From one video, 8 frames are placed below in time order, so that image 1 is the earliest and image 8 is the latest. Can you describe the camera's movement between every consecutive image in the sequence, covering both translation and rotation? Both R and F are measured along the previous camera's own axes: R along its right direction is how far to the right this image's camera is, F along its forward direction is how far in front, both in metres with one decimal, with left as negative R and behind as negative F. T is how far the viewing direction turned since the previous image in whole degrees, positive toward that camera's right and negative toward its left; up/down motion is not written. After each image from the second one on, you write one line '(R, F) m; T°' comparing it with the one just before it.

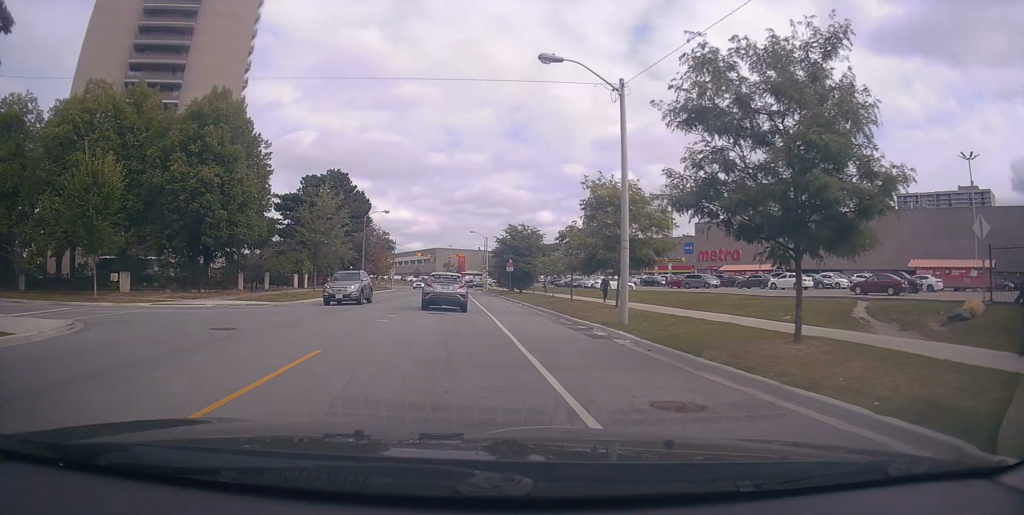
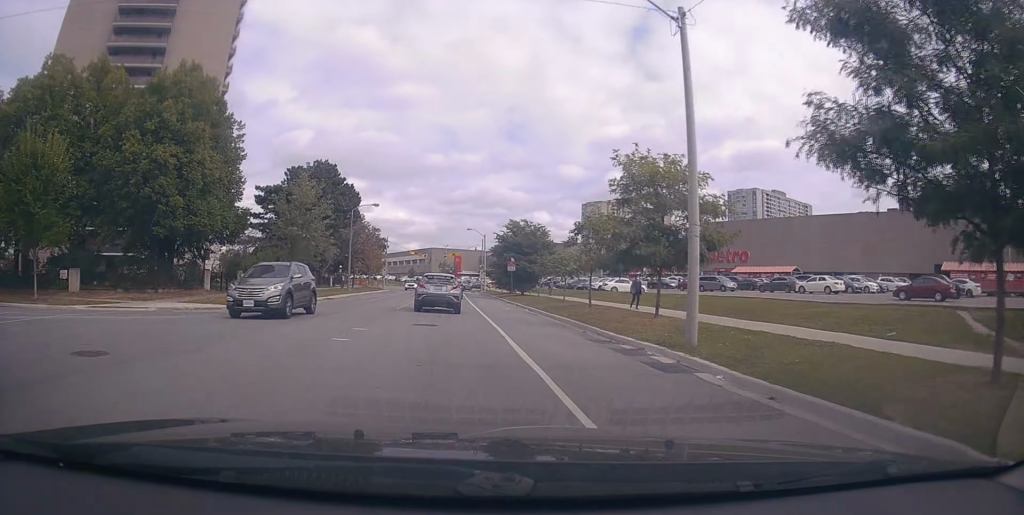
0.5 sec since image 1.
(+0.4, +5.2) m; +1°
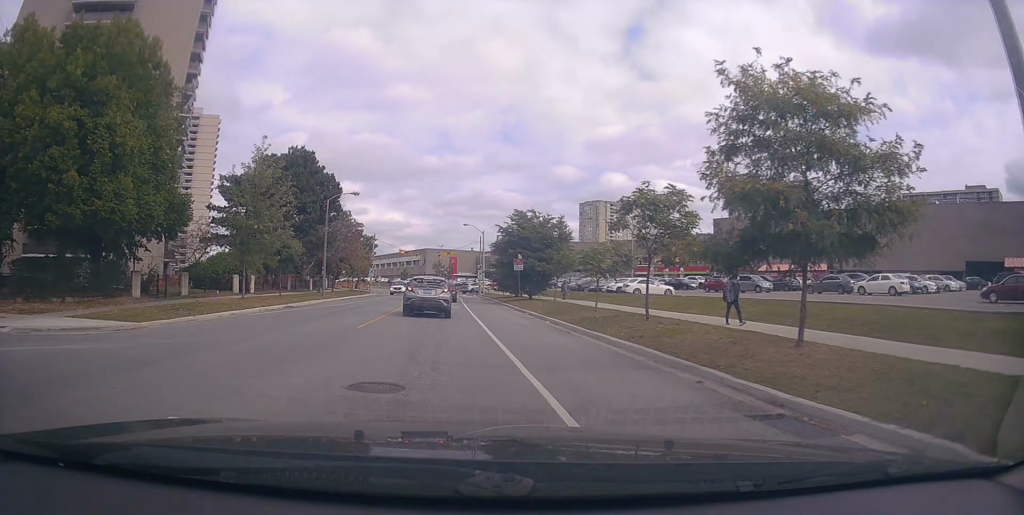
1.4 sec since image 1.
(+0.1, +8.4) m; 0°
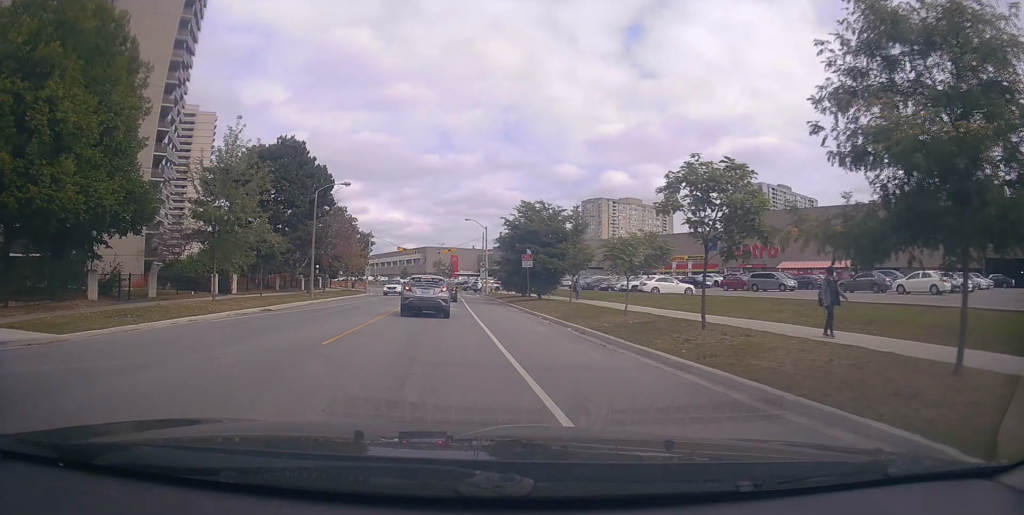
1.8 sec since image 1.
(-0.1, +4.2) m; -1°
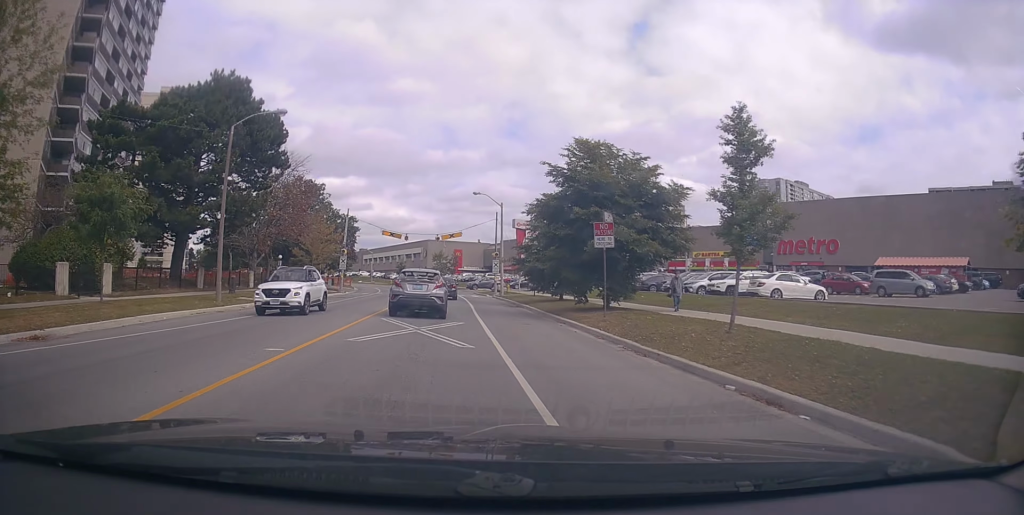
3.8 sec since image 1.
(+0.7, +17.7) m; +3°
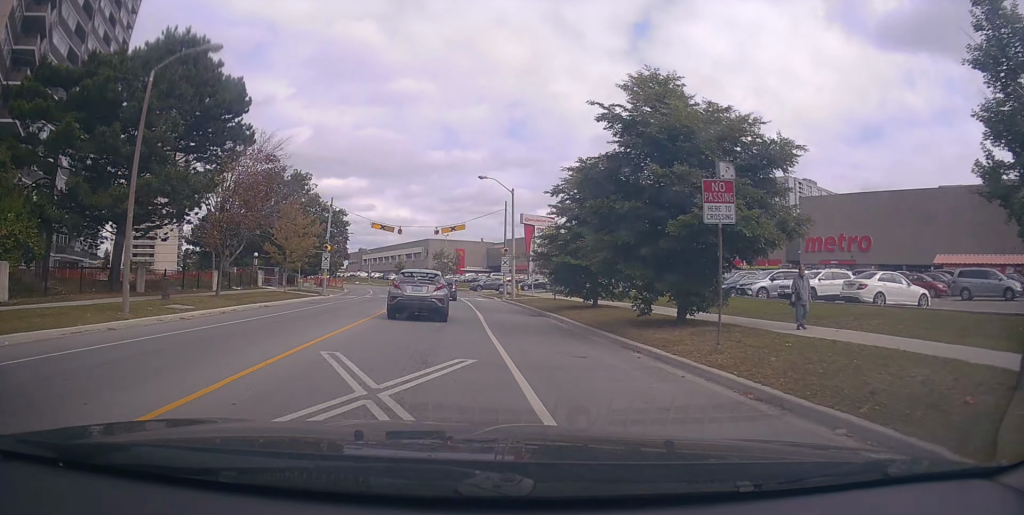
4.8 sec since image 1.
(-0.2, +8.1) m; -2°
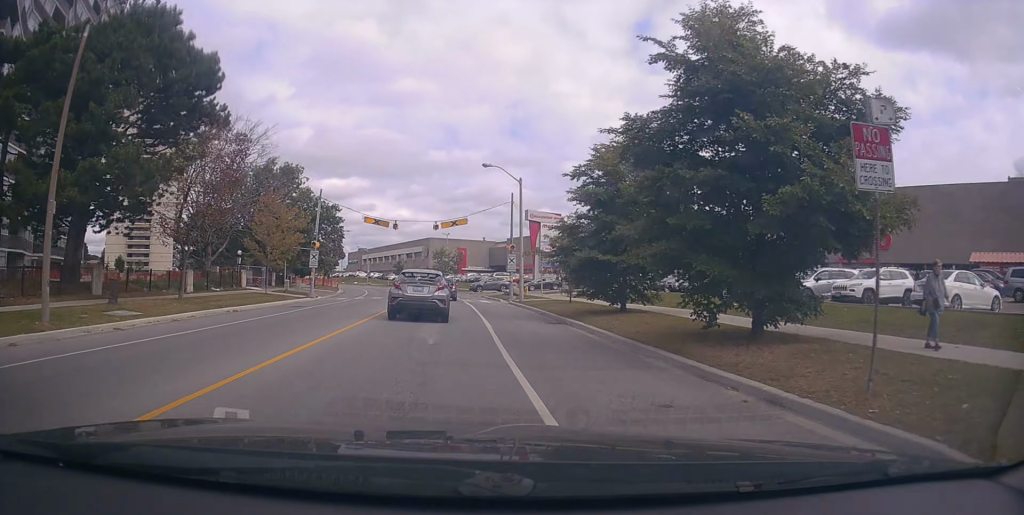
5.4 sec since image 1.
(0.0, +4.3) m; -2°
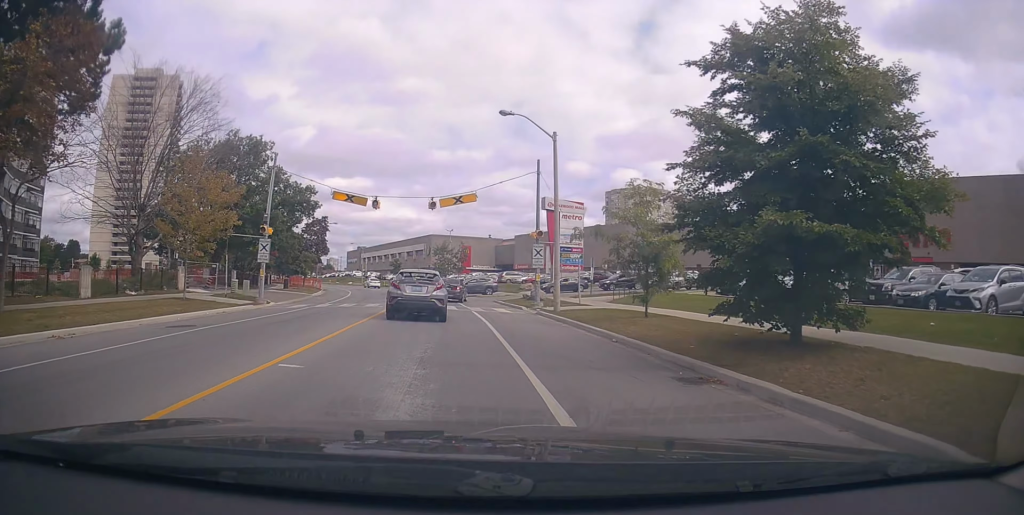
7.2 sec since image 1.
(-0.4, +11.7) m; 0°
